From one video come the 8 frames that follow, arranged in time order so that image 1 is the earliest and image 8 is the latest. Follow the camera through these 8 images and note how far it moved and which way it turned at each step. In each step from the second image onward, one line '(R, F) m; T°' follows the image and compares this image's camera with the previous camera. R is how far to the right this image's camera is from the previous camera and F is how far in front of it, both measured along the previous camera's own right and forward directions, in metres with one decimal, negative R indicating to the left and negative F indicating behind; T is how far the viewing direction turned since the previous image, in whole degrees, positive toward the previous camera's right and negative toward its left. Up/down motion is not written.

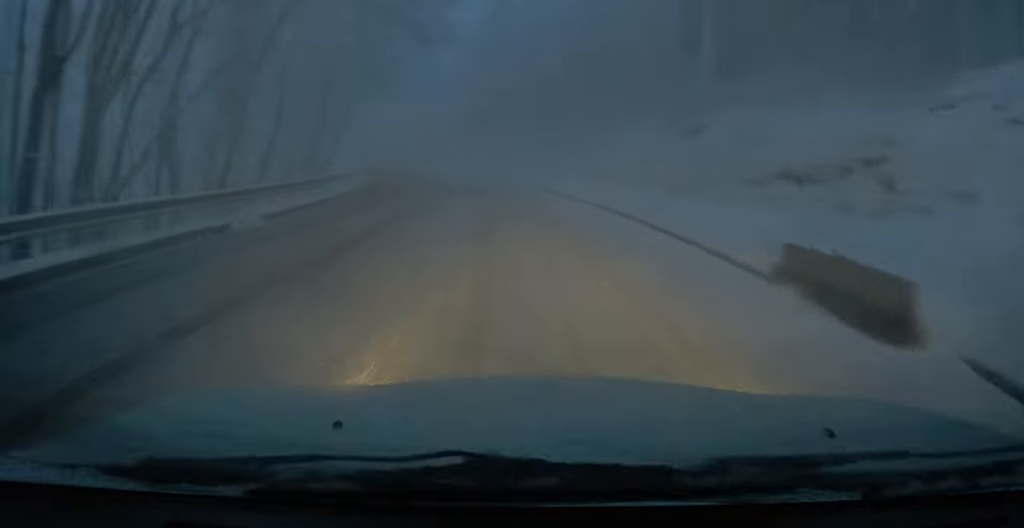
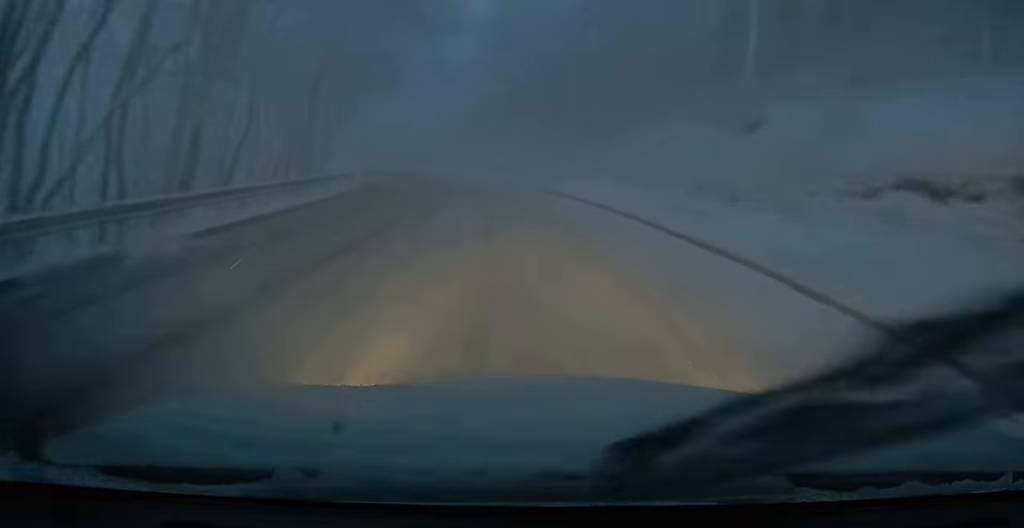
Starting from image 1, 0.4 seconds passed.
(0.0, +3.5) m; -1°
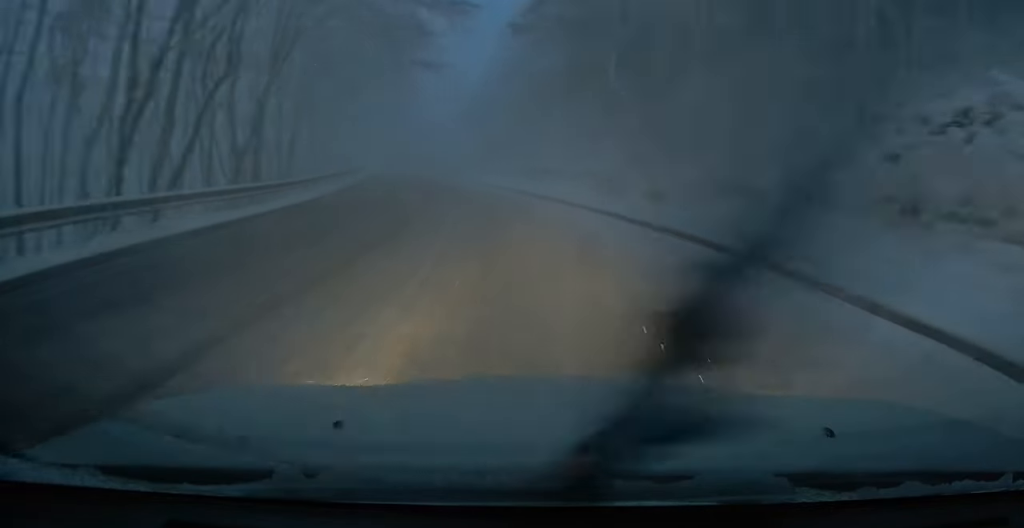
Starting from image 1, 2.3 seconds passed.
(-0.8, +15.2) m; -6°
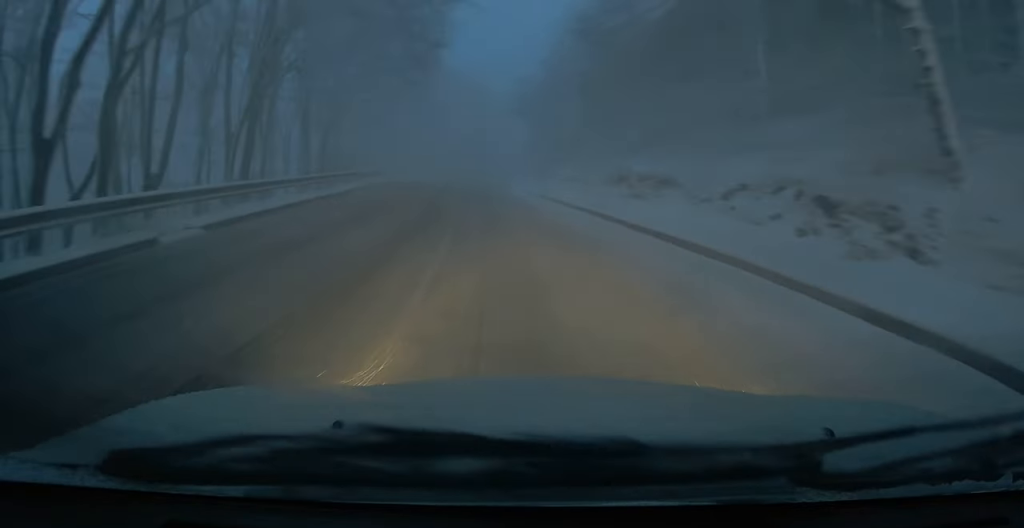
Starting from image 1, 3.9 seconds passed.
(-0.8, +13.8) m; -6°
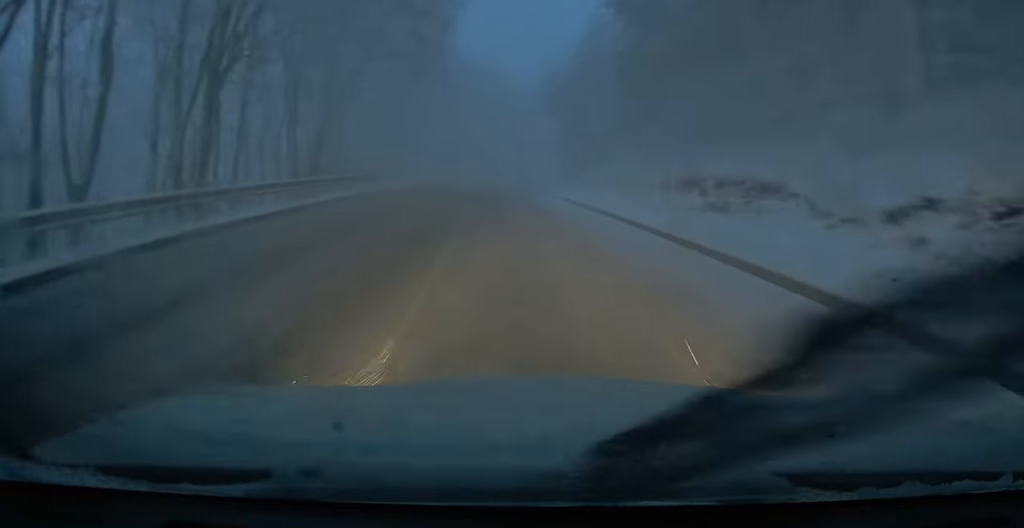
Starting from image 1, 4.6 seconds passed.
(0.0, +5.8) m; -3°
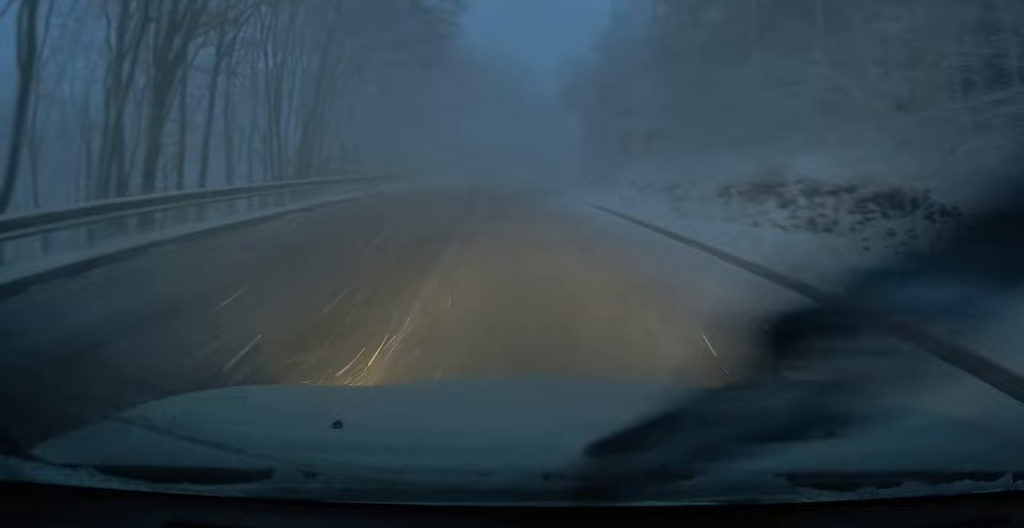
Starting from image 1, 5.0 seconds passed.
(-0.2, +4.2) m; -1°
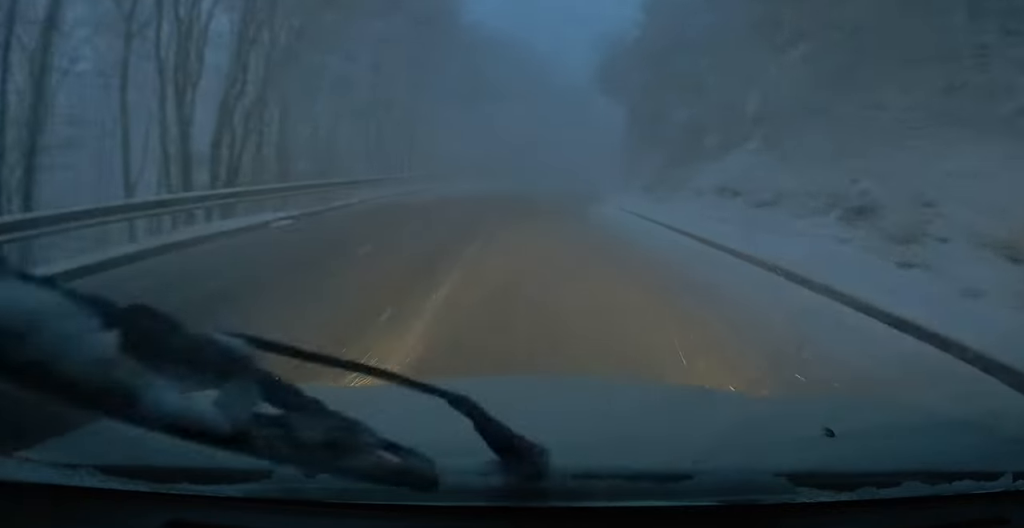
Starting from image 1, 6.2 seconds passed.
(-0.2, +10.5) m; -2°
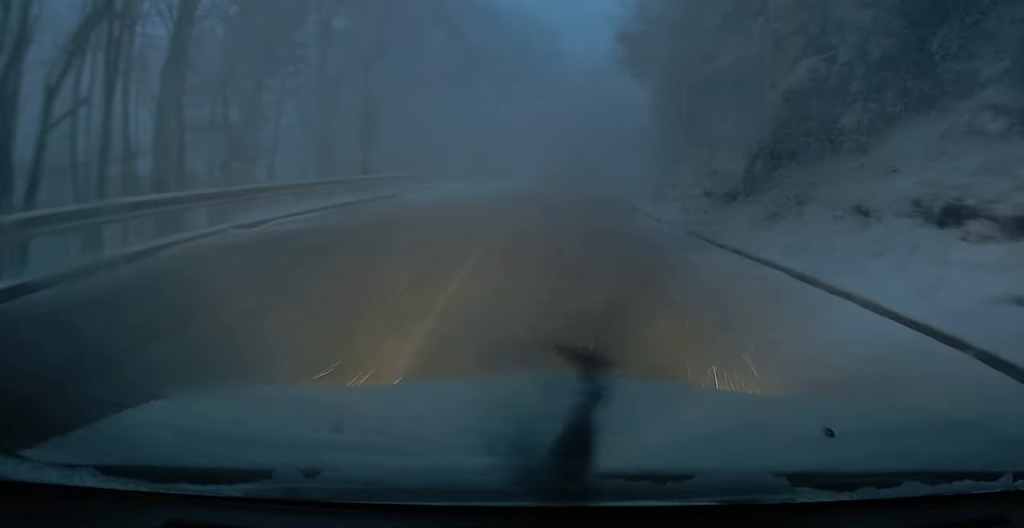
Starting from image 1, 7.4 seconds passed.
(-0.2, +10.3) m; -3°
